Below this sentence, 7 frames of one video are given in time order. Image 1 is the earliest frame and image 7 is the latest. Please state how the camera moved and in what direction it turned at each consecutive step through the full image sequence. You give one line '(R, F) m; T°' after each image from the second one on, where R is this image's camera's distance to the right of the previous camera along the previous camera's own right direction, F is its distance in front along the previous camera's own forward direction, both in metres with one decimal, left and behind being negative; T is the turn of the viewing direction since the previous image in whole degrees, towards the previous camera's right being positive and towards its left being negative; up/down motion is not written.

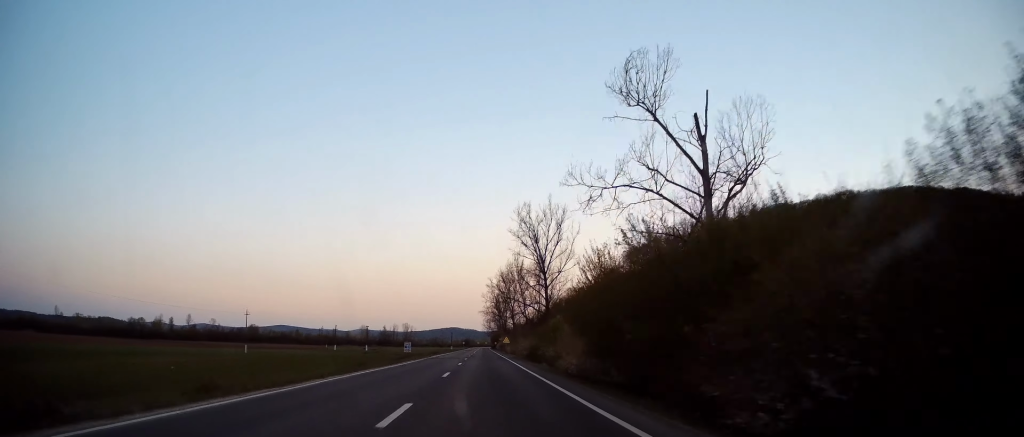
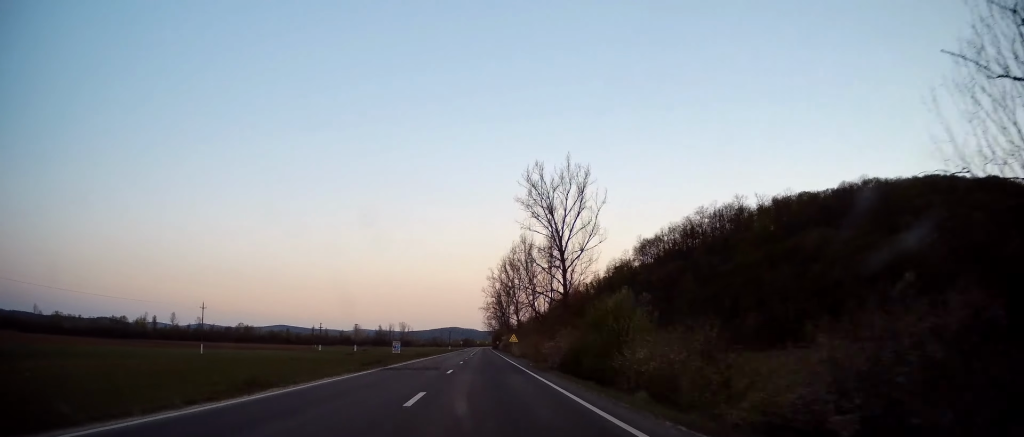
(+0.1, +21.9) m; 0°
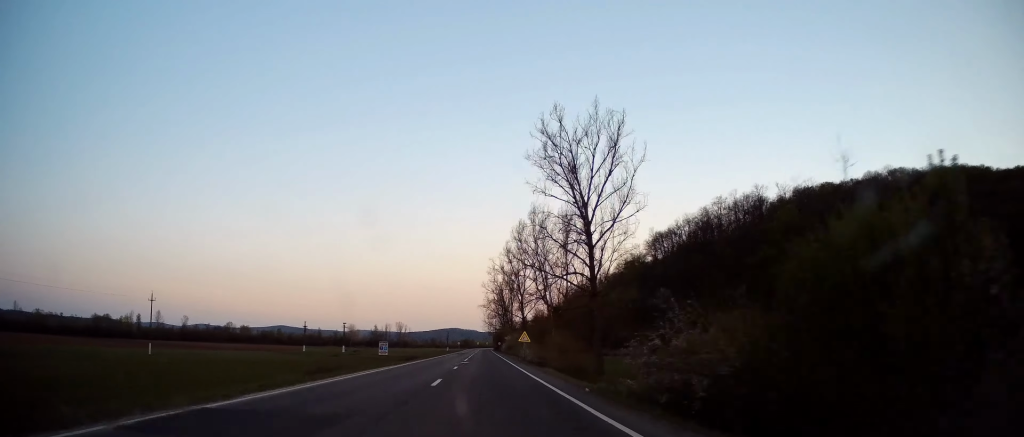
(-0.1, +19.0) m; 0°
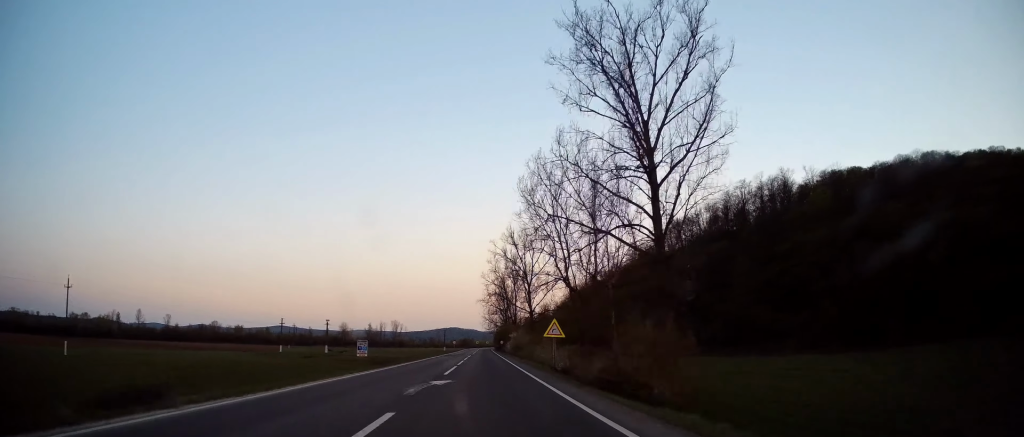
(0.0, +22.1) m; 0°
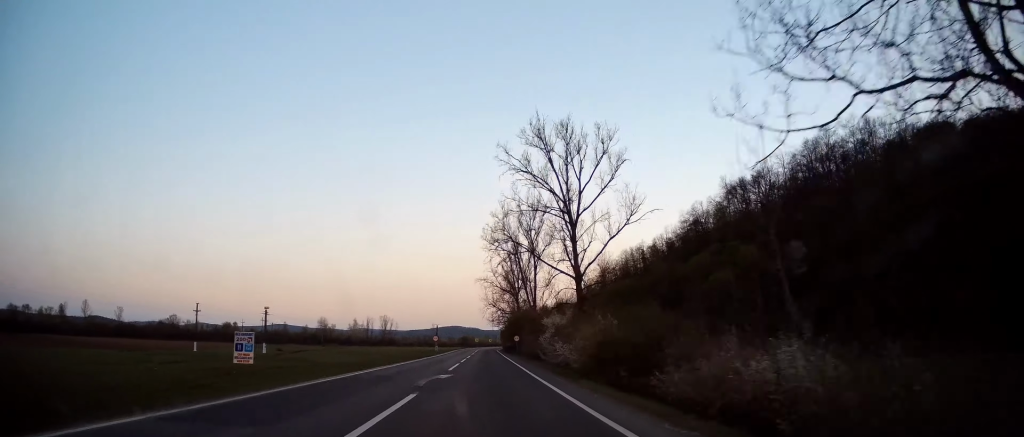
(-0.1, +54.1) m; 0°
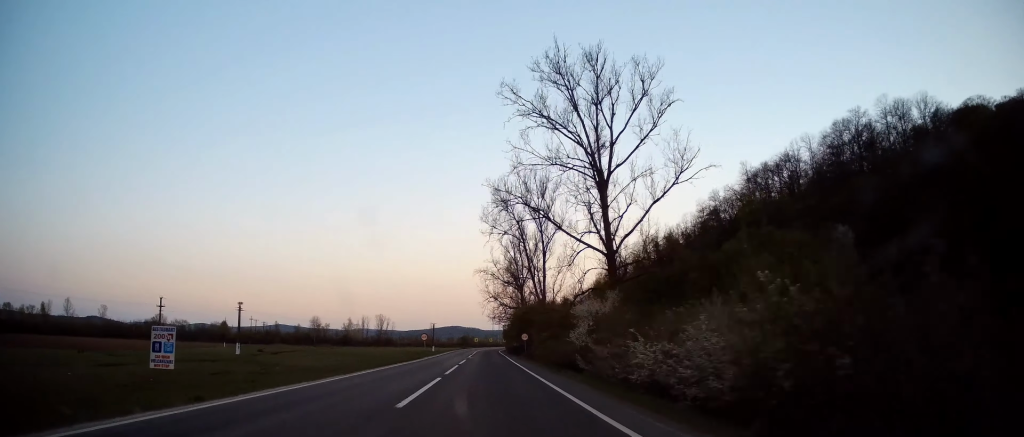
(+0.2, +14.9) m; 0°
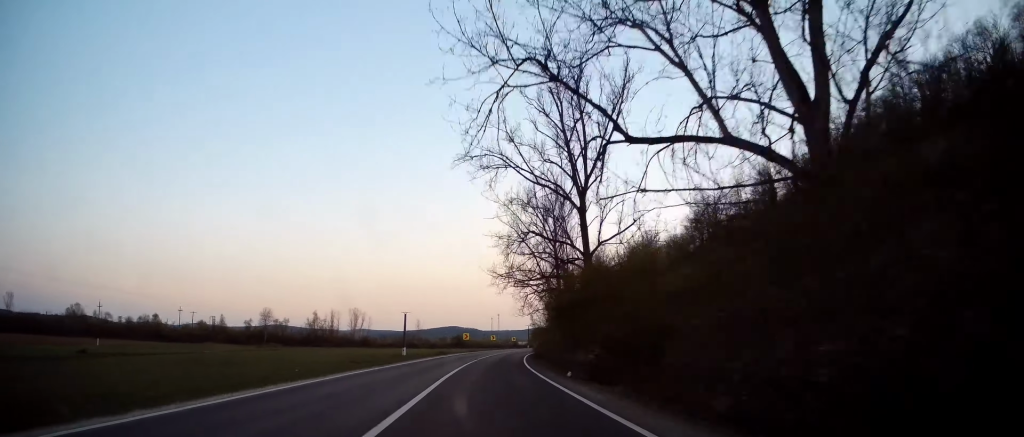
(-0.9, +70.3) m; -1°
